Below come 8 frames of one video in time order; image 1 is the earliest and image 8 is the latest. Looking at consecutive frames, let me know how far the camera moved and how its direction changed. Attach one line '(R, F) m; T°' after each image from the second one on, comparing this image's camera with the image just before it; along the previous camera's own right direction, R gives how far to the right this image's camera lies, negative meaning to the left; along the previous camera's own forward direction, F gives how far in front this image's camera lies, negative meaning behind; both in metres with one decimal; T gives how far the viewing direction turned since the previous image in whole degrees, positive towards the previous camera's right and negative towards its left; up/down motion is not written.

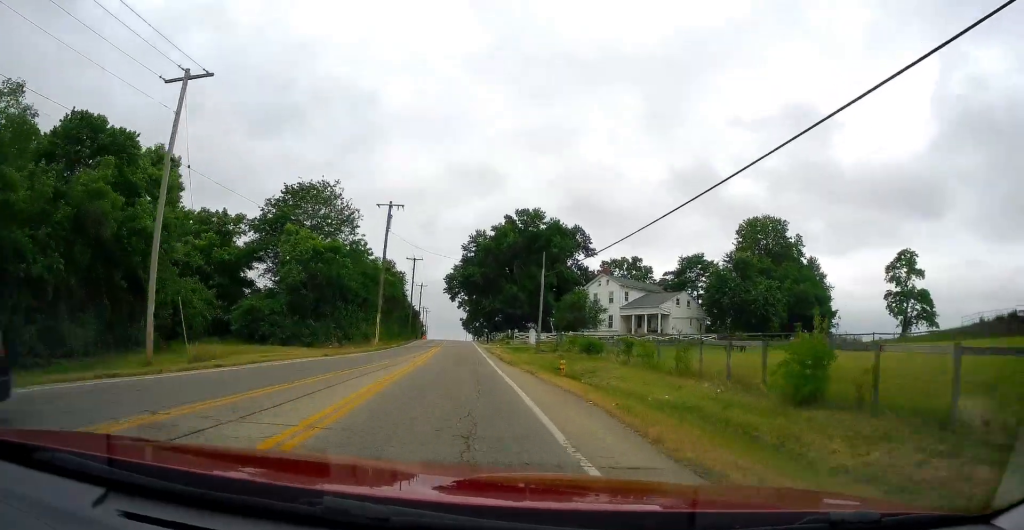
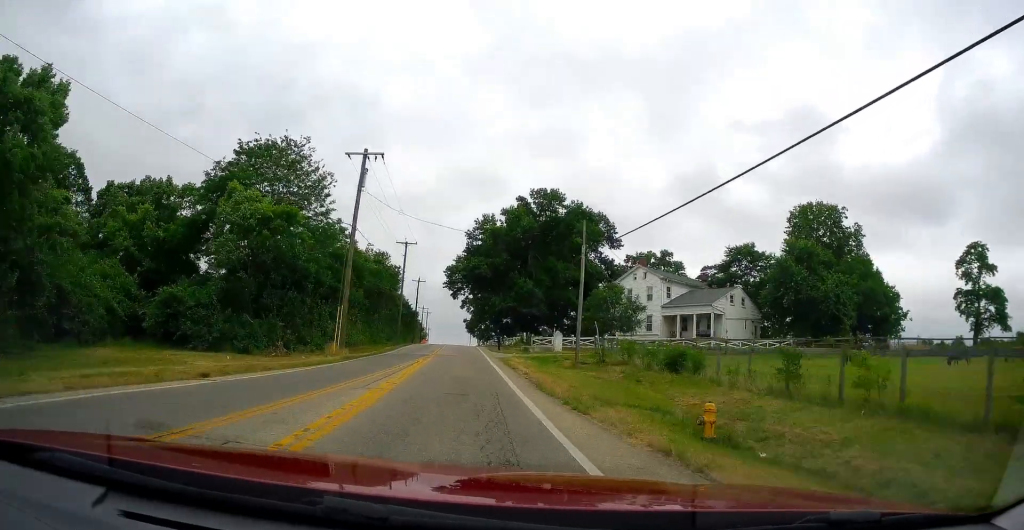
(+0.6, +14.7) m; +1°
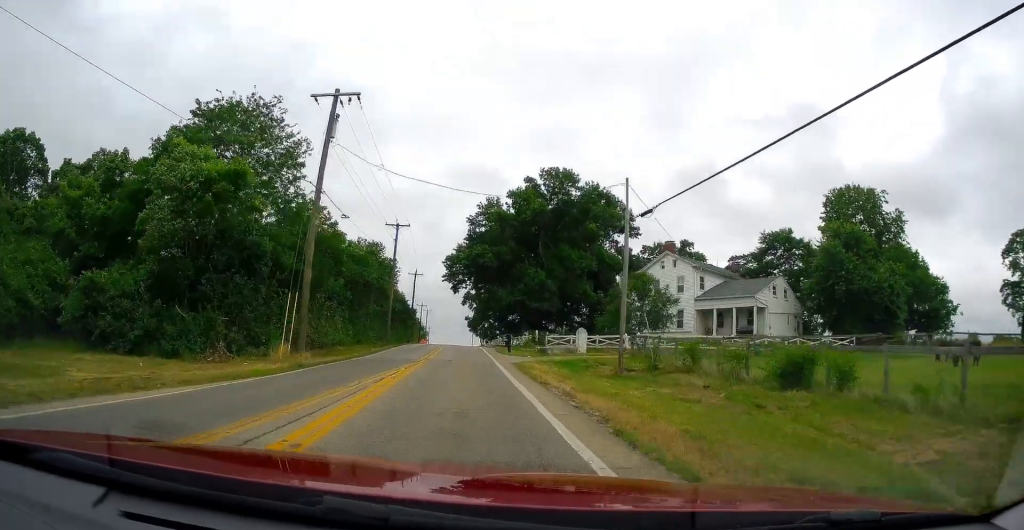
(-0.1, +9.0) m; -2°
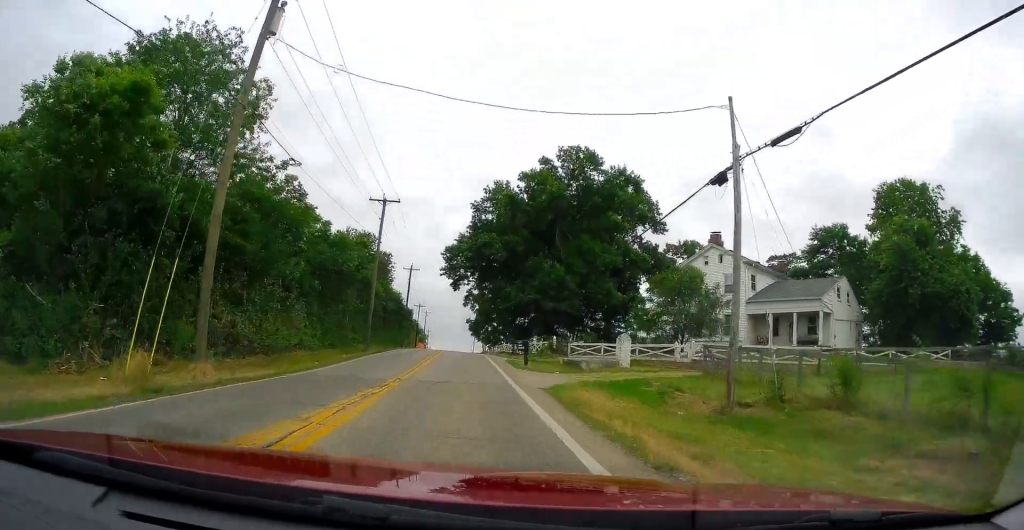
(-0.1, +10.3) m; -2°
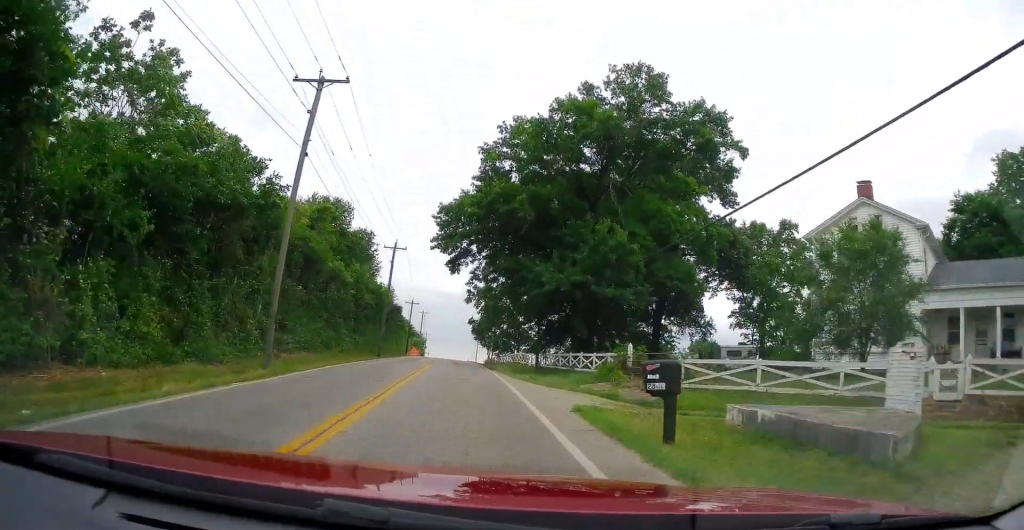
(-0.5, +19.7) m; -1°
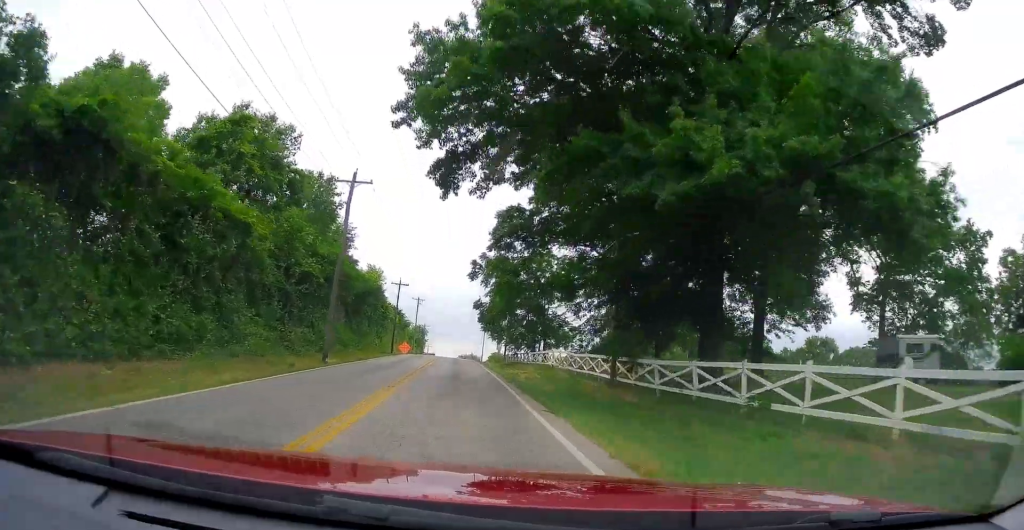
(+0.2, +21.3) m; +1°
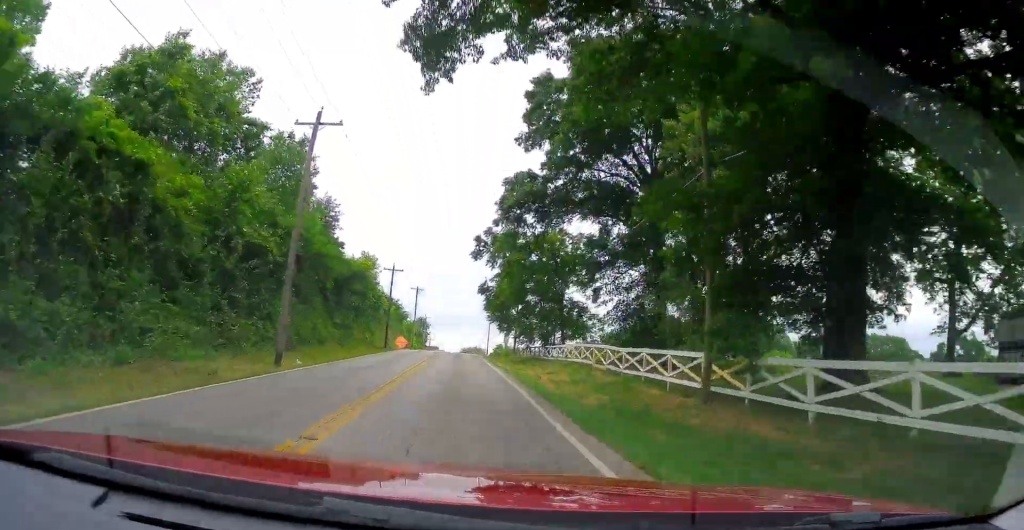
(0.0, +8.4) m; 0°
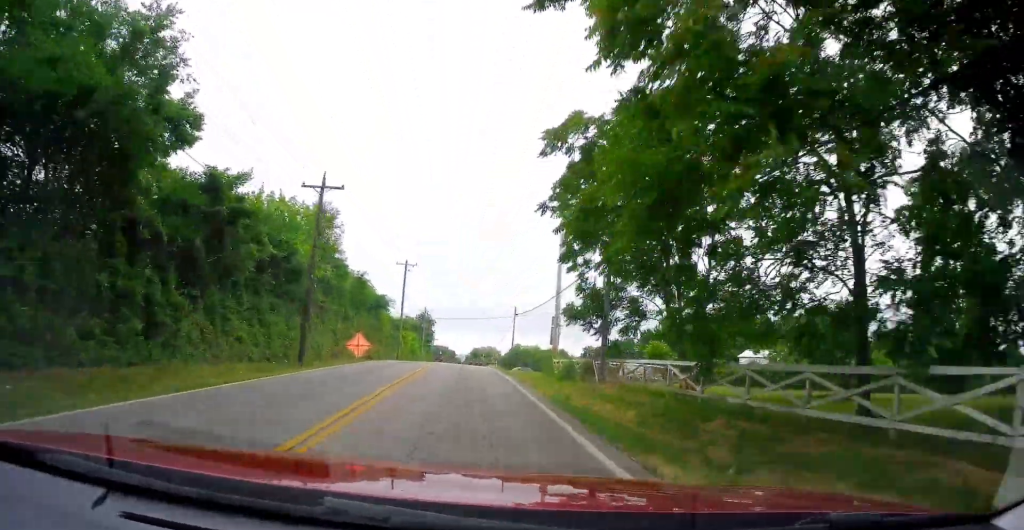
(0.0, +34.3) m; -2°
